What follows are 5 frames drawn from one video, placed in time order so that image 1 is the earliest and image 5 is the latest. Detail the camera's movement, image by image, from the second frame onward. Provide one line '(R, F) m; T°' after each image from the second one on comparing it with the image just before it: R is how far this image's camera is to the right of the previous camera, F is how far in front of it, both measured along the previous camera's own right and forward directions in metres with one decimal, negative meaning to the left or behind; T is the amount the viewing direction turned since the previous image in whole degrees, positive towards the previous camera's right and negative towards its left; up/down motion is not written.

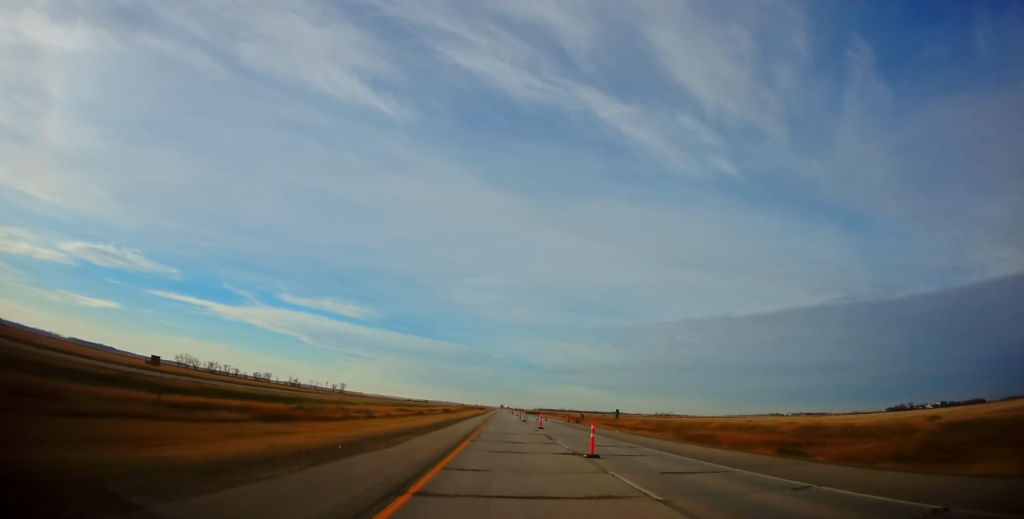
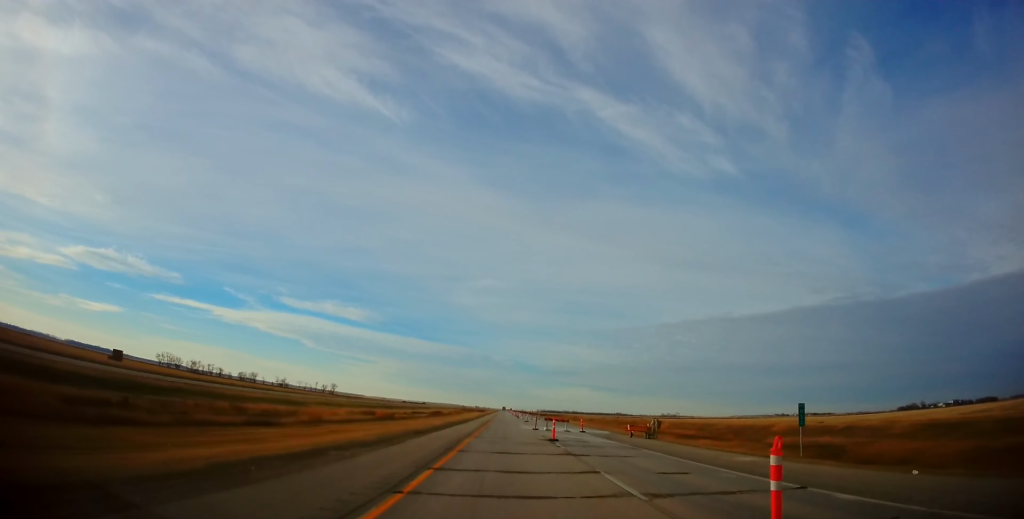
(+0.2, +36.1) m; +1°
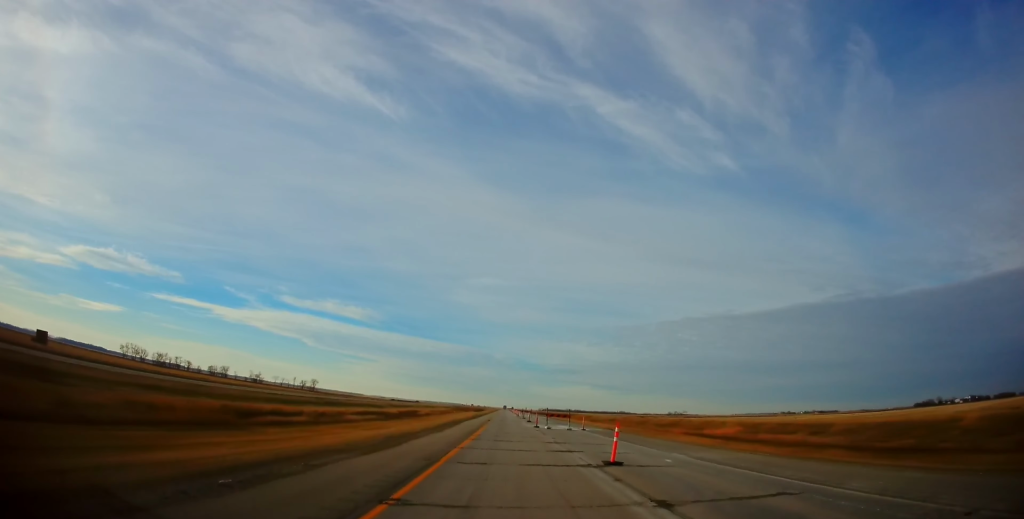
(-0.8, +55.6) m; -1°
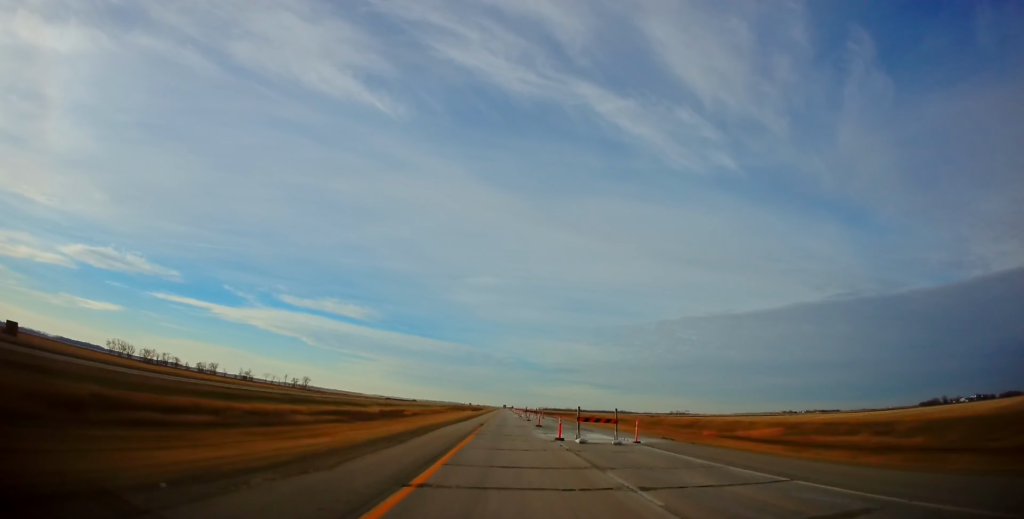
(0.0, +18.3) m; 0°
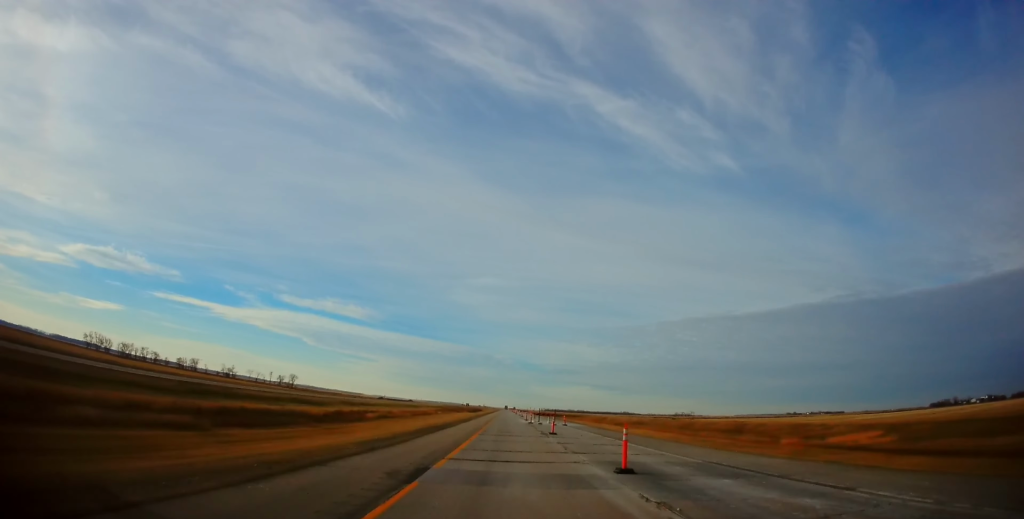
(0.0, +31.0) m; -1°
